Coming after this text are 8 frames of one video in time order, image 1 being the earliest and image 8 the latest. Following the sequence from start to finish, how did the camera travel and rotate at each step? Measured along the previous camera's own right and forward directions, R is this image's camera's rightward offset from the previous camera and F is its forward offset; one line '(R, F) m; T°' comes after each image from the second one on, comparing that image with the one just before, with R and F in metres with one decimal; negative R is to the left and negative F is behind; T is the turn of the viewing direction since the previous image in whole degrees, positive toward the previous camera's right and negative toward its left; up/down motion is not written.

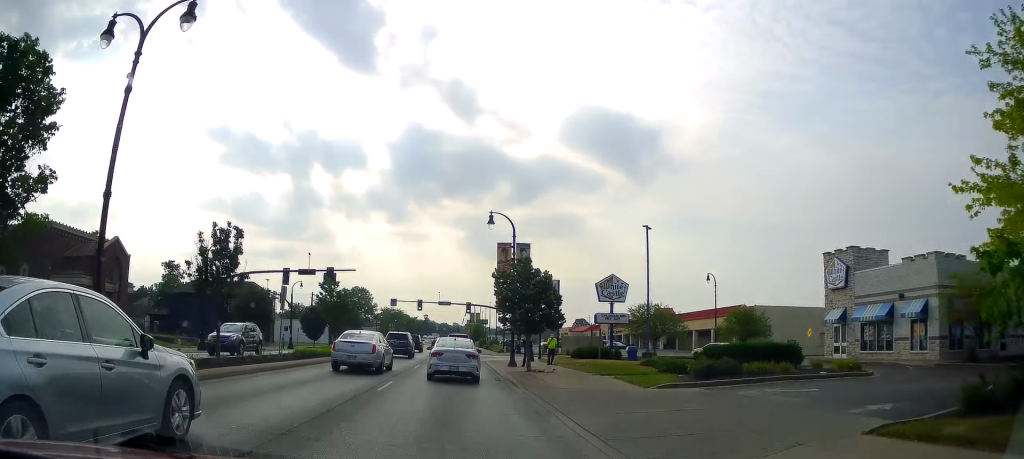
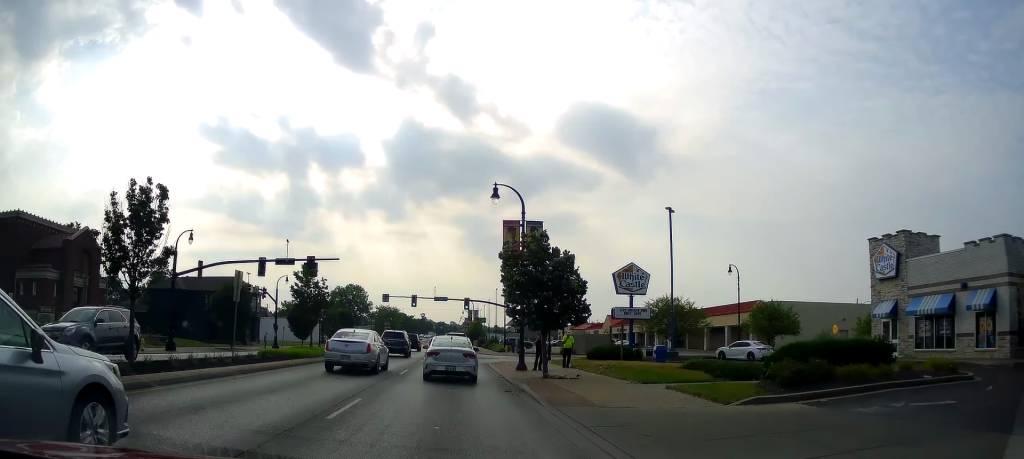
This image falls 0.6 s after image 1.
(-0.1, +5.6) m; 0°
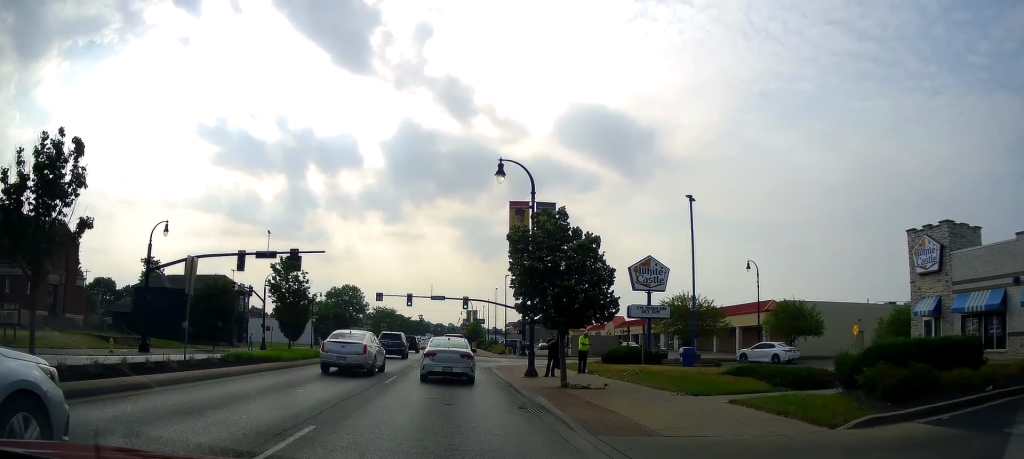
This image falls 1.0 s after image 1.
(0.0, +4.0) m; 0°
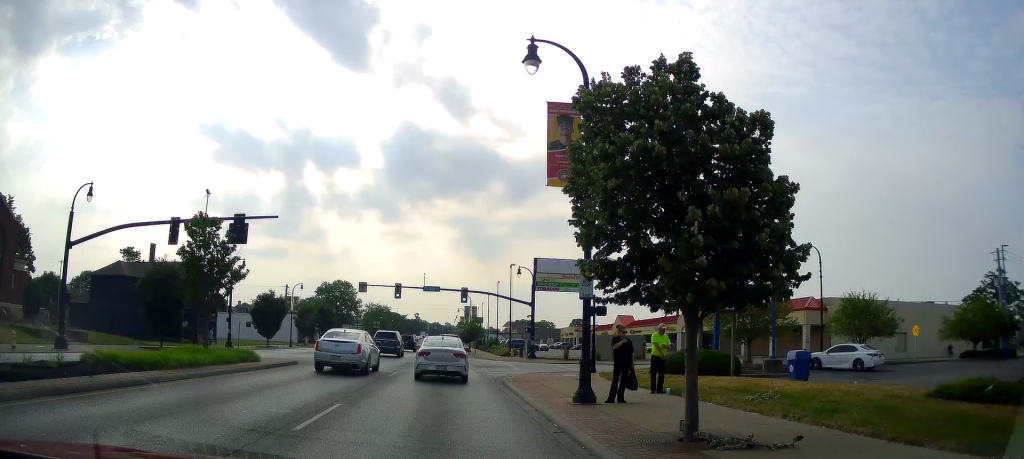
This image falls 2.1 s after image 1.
(+0.2, +9.7) m; +2°
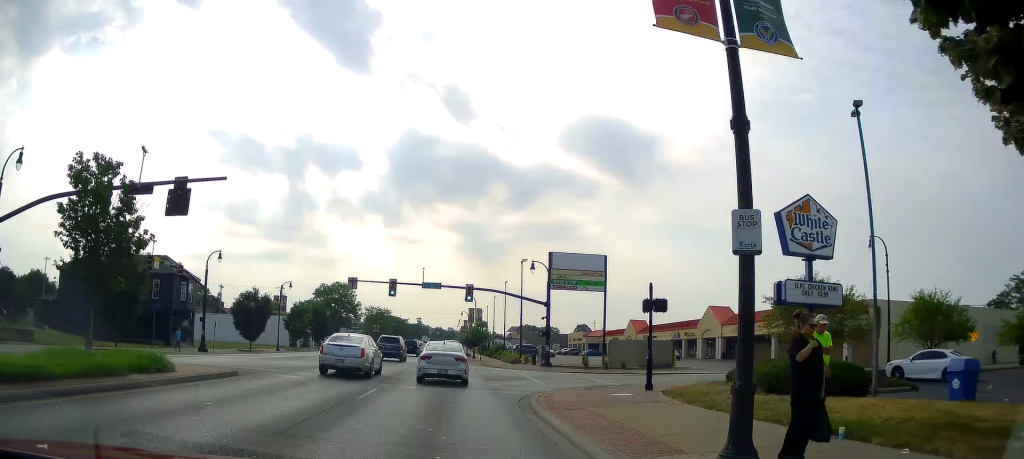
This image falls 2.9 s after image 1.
(+0.3, +6.9) m; -4°
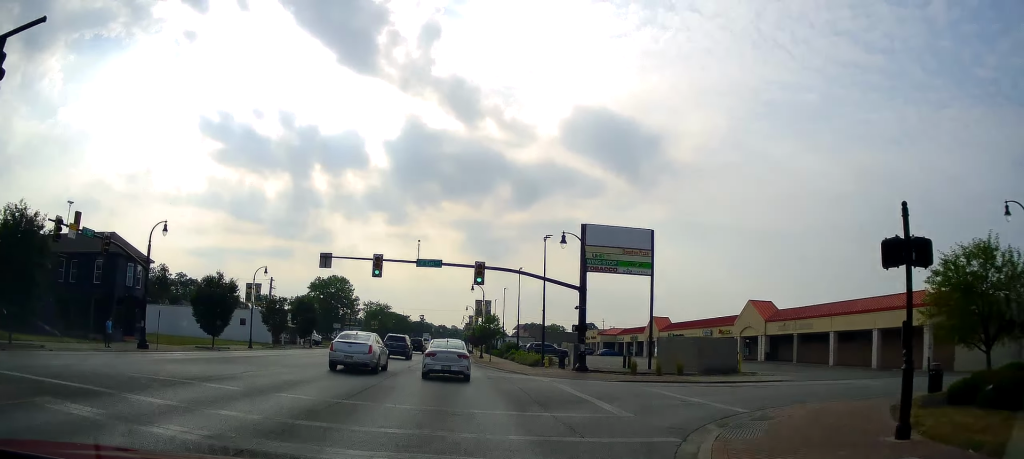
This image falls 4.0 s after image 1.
(-0.9, +10.8) m; -1°
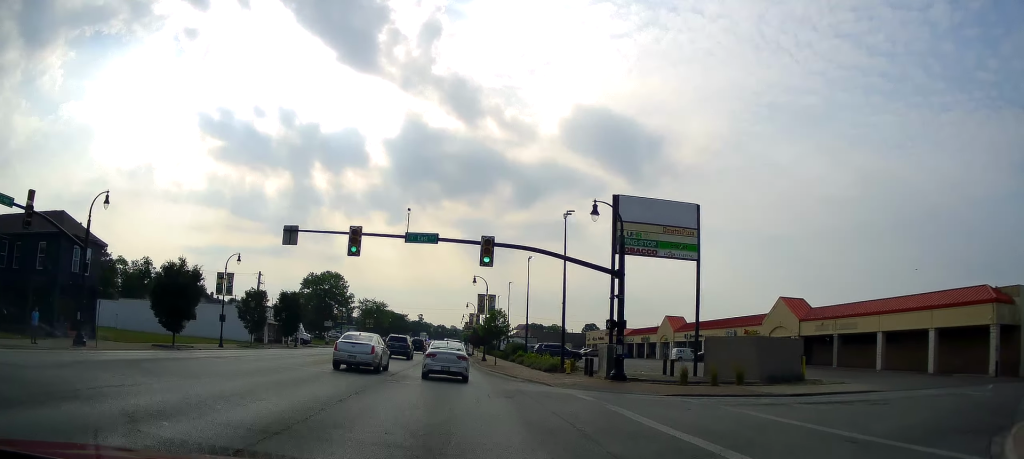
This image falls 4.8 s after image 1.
(+0.6, +7.5) m; +4°
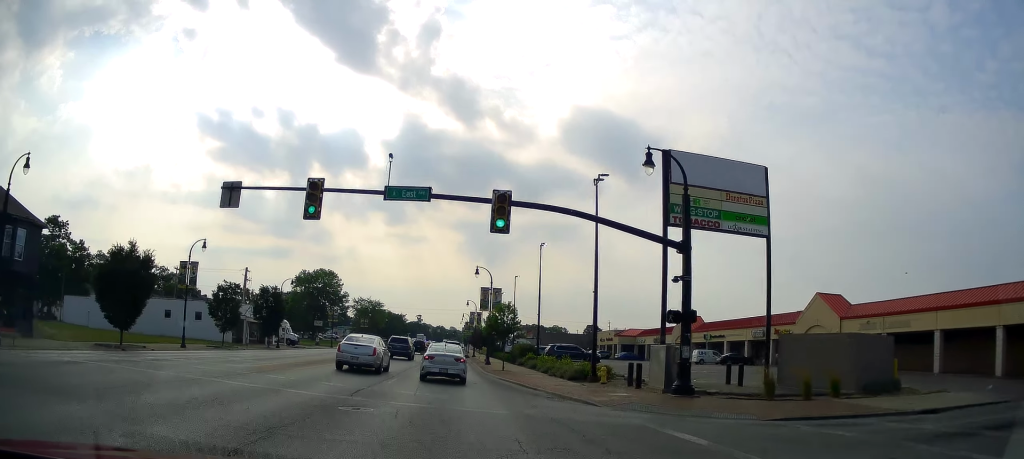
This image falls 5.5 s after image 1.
(+0.1, +7.6) m; -1°
